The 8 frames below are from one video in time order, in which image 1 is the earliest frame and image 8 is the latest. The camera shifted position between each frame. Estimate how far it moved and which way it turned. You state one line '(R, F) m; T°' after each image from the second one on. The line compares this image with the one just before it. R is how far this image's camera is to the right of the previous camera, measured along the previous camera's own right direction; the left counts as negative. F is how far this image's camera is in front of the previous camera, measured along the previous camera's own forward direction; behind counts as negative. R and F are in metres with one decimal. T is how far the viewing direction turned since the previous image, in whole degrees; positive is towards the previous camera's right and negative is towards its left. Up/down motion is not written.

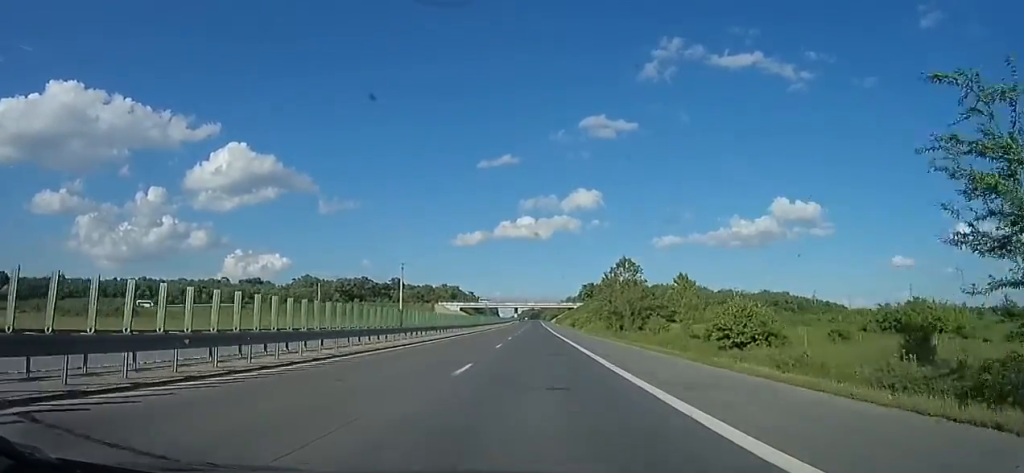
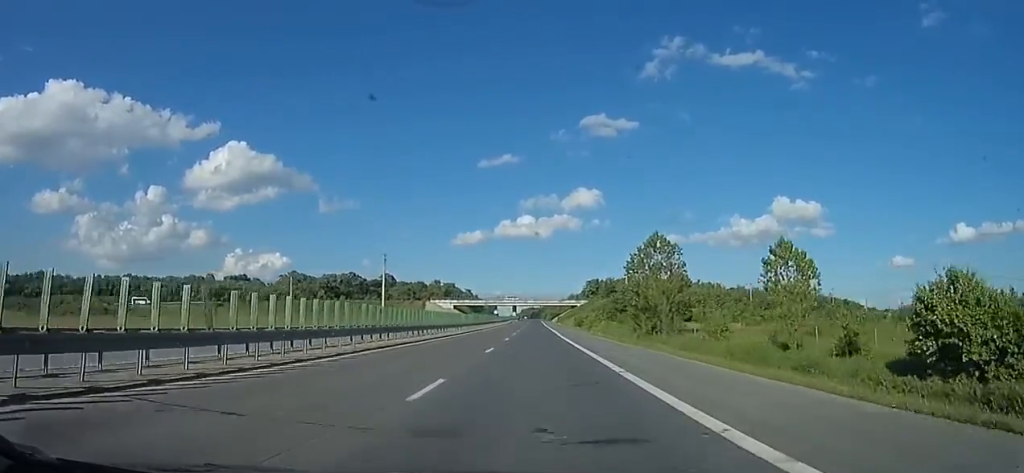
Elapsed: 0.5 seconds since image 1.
(-0.1, +15.9) m; 0°
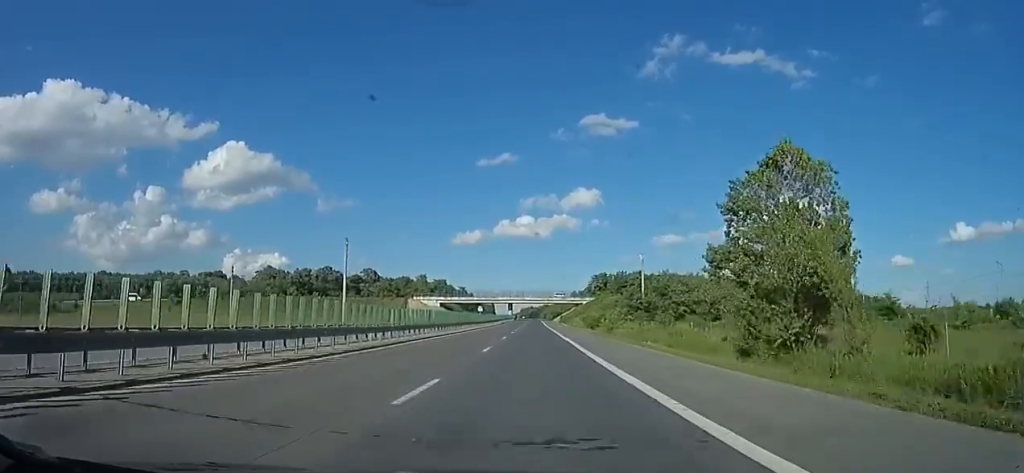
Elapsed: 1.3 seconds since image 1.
(0.0, +24.2) m; 0°
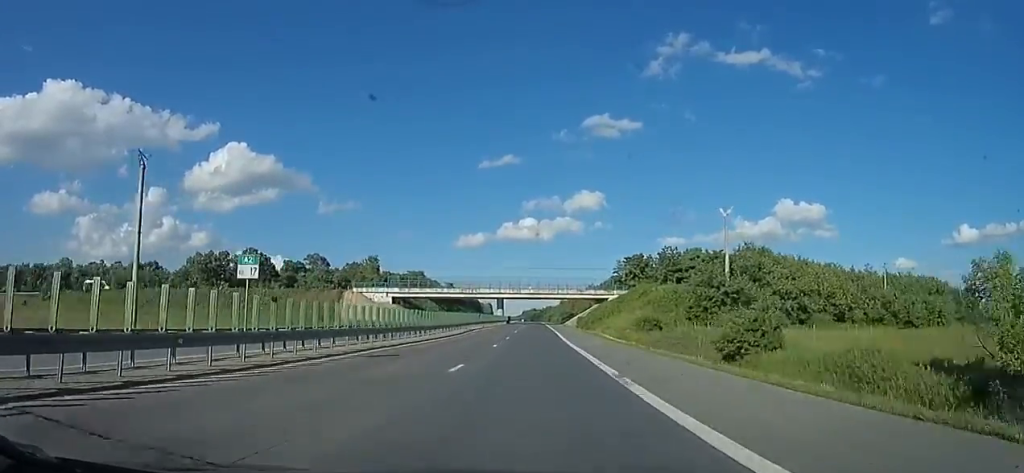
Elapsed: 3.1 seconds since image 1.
(+0.2, +55.3) m; 0°
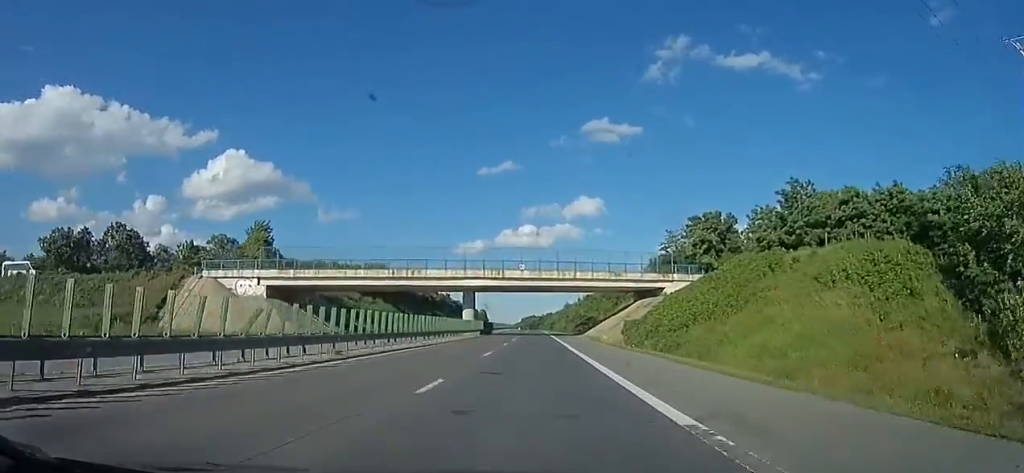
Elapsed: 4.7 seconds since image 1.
(+0.1, +50.7) m; +1°
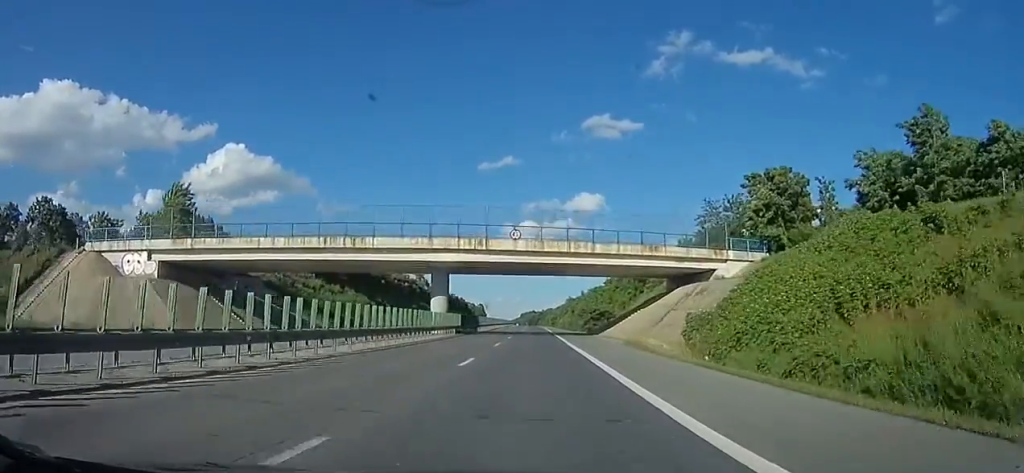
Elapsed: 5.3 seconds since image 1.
(-0.4, +18.6) m; +2°
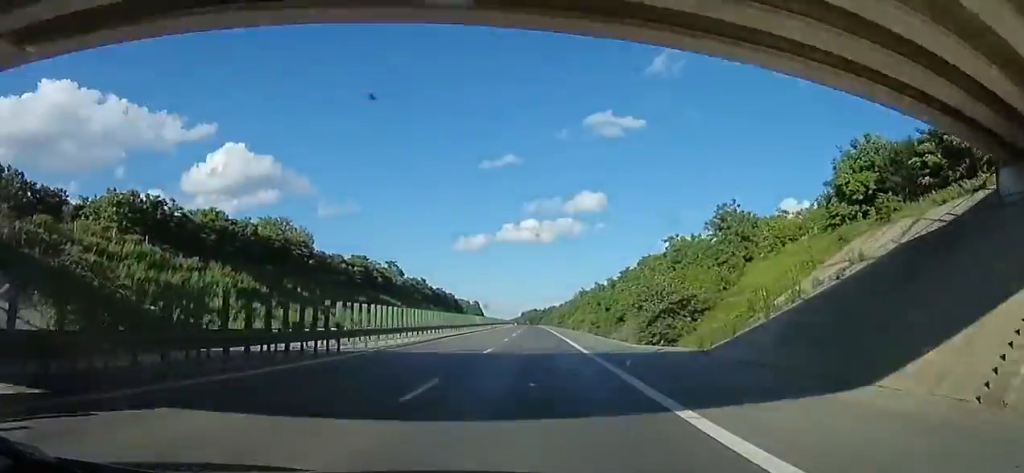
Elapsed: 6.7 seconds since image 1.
(+1.5, +42.1) m; 0°
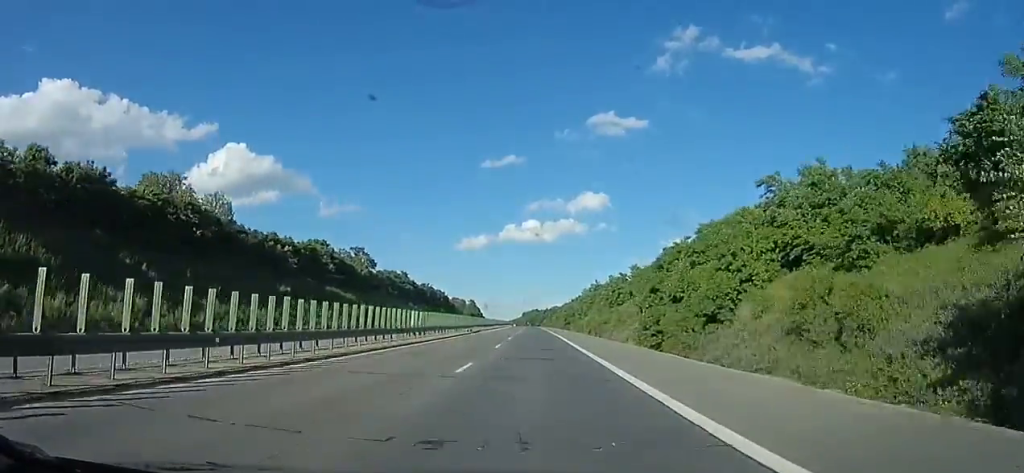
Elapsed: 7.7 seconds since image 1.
(-1.5, +31.1) m; -3°
